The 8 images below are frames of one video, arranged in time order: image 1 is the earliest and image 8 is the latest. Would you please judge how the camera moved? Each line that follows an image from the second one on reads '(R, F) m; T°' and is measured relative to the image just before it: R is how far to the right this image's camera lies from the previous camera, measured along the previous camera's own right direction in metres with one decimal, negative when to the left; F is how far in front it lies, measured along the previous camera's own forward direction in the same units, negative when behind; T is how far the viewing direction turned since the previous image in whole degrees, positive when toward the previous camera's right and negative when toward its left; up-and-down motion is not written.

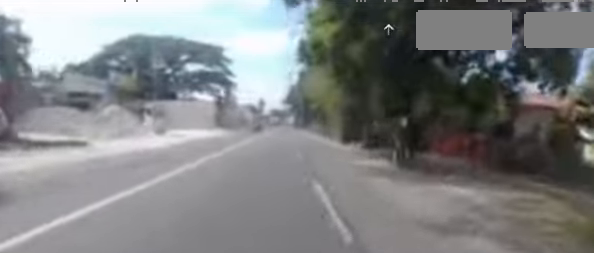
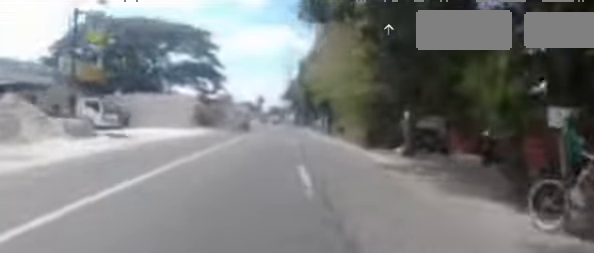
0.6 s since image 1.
(0.0, +7.0) m; 0°
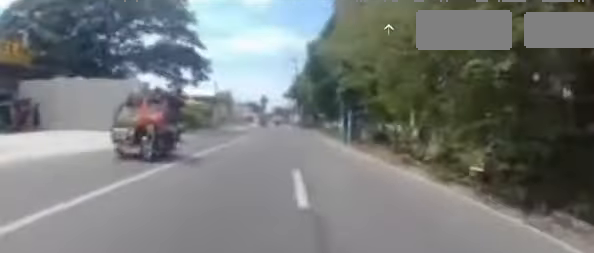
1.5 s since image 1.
(+0.2, +10.2) m; -1°
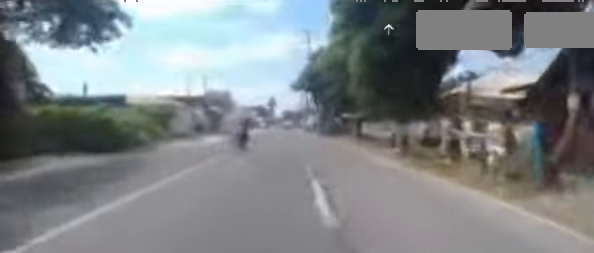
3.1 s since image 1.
(-0.4, +19.2) m; 0°
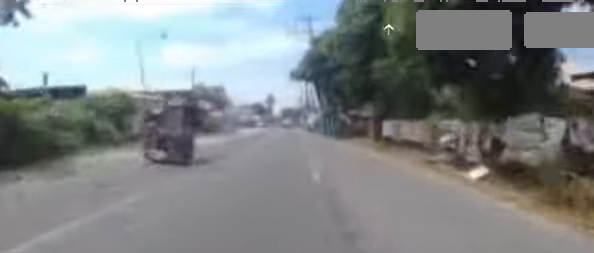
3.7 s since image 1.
(0.0, +6.3) m; 0°
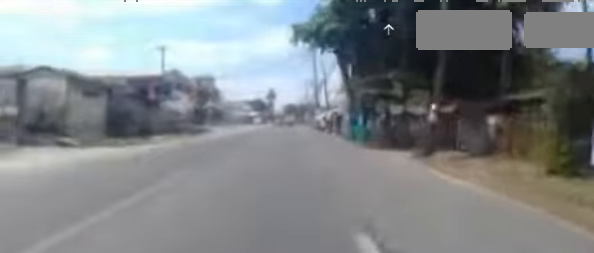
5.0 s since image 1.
(-0.4, +15.6) m; -1°
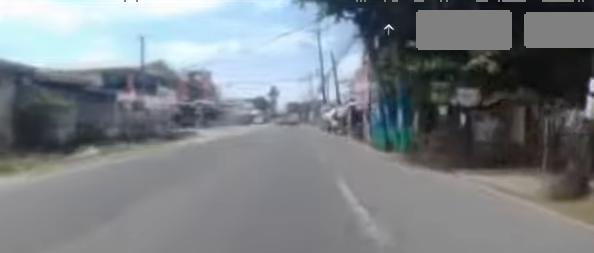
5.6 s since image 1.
(-0.2, +6.8) m; +1°
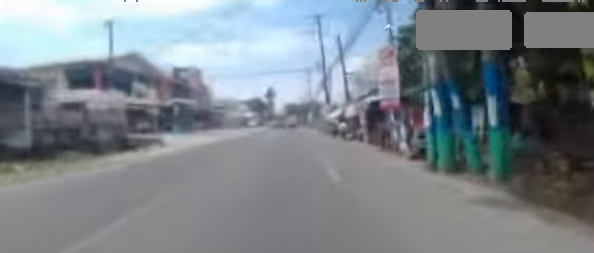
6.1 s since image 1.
(+0.4, +6.2) m; 0°
